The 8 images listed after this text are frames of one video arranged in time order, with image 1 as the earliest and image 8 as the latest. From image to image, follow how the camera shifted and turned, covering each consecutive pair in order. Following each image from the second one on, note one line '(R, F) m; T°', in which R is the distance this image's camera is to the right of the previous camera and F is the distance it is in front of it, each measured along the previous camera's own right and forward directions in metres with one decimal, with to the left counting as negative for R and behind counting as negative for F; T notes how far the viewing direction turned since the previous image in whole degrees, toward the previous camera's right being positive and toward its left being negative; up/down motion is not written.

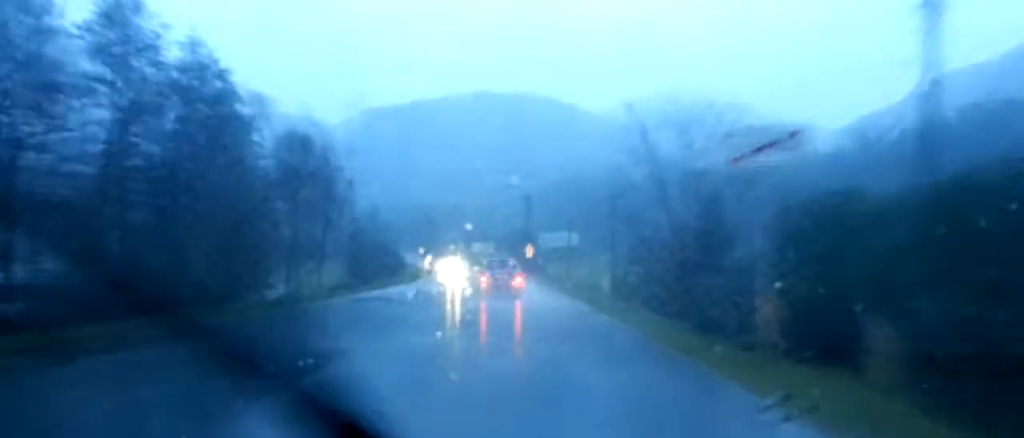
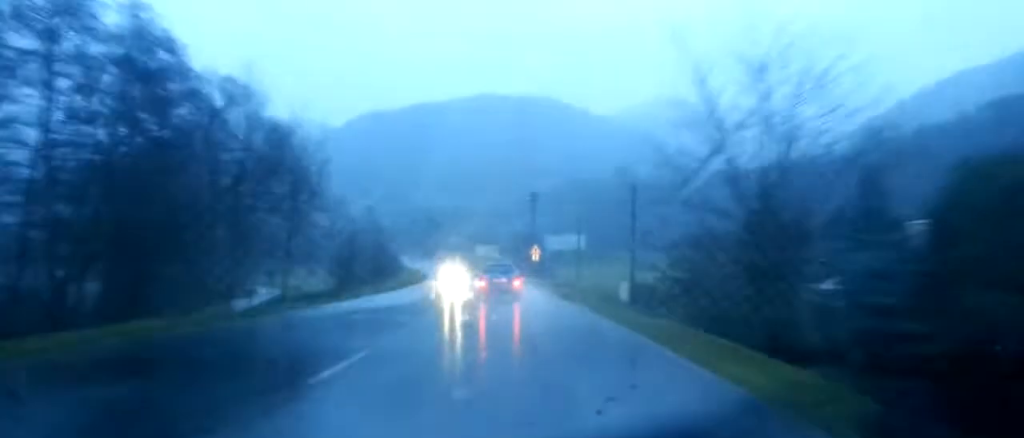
(-0.1, +8.1) m; 0°
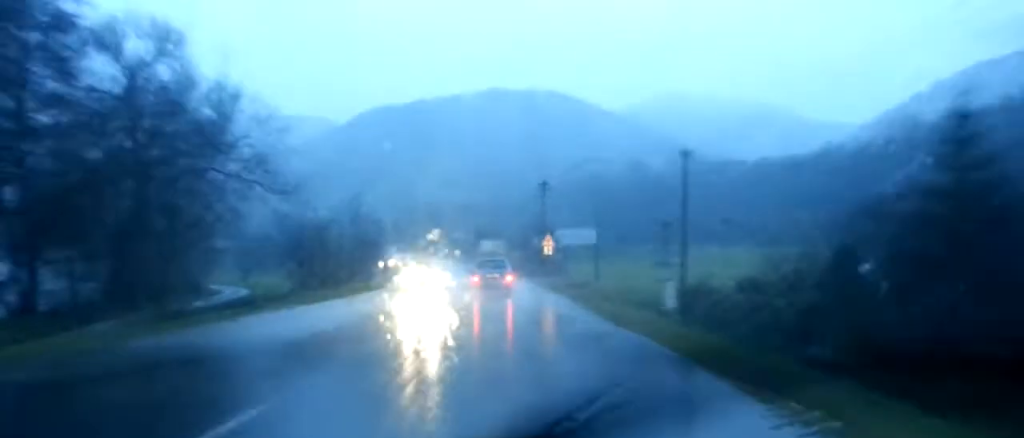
(+0.1, +14.2) m; -1°
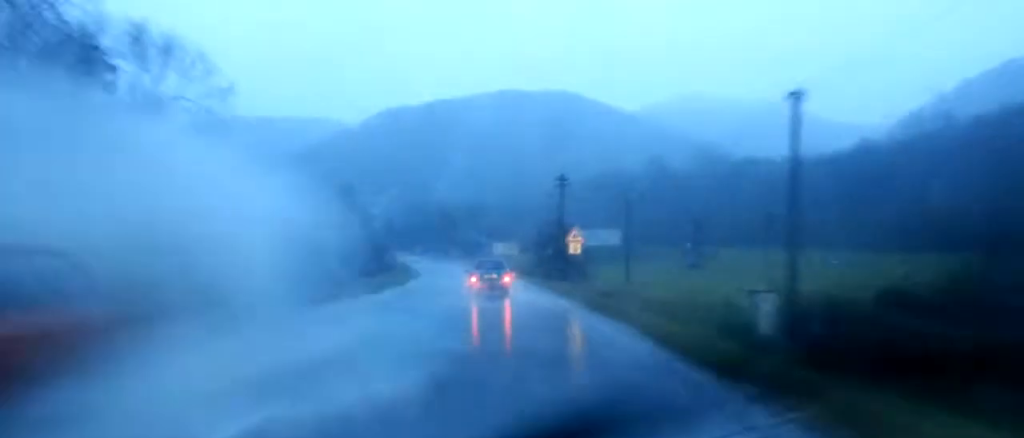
(-0.2, +13.2) m; -1°
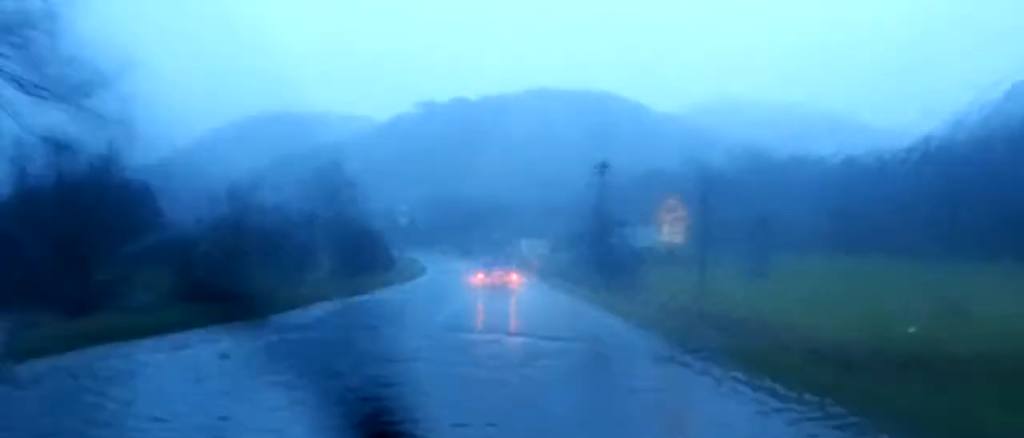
(-0.1, +18.5) m; 0°
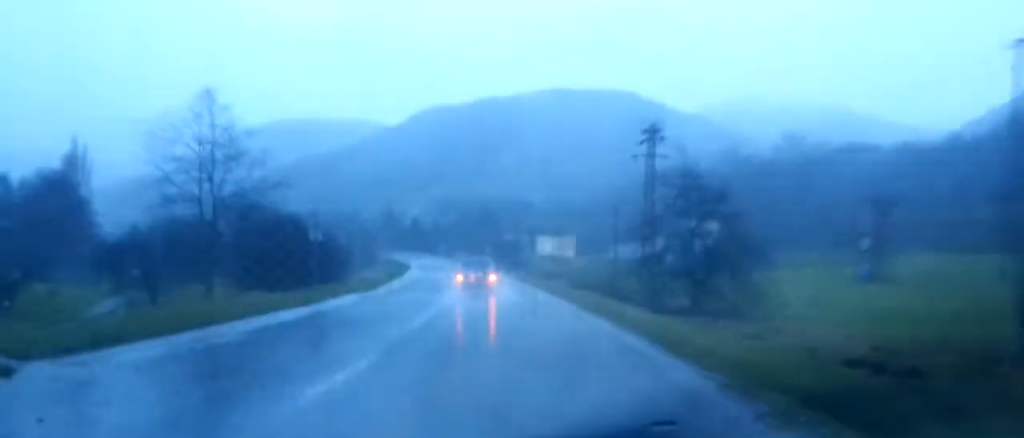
(-0.6, +30.2) m; -3°
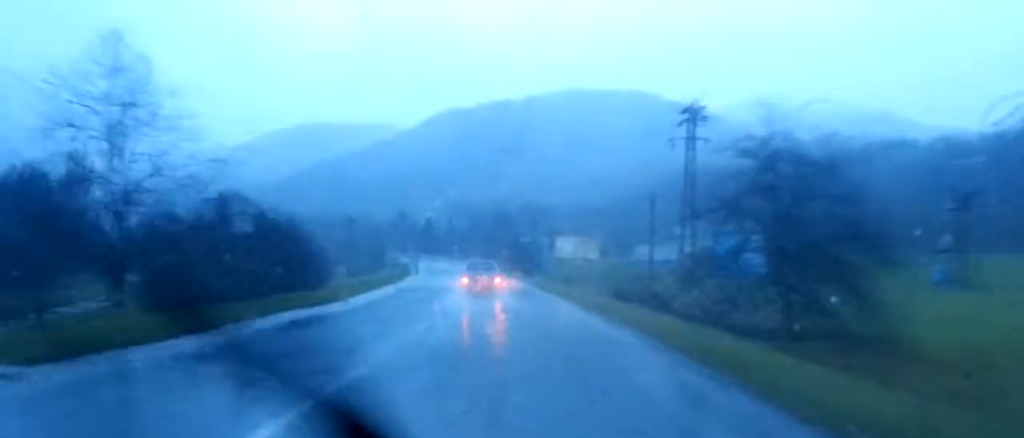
(-0.1, +10.5) m; -1°
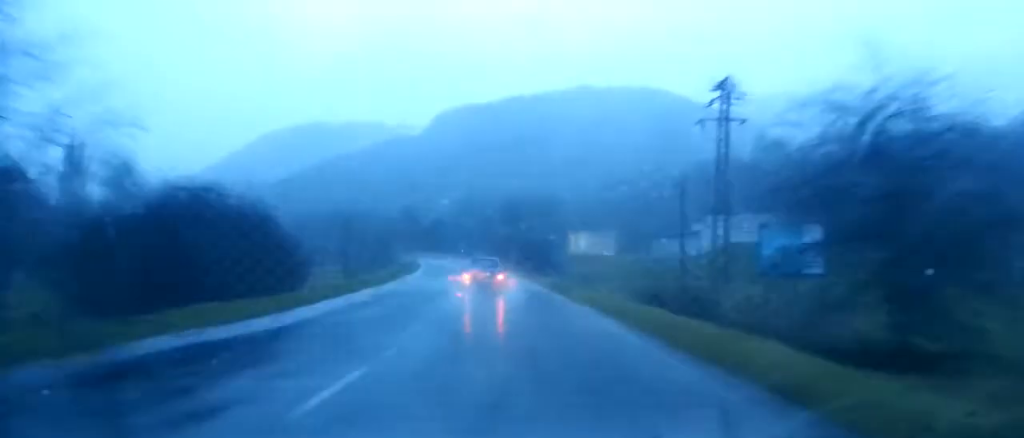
(+0.1, +7.3) m; 0°
